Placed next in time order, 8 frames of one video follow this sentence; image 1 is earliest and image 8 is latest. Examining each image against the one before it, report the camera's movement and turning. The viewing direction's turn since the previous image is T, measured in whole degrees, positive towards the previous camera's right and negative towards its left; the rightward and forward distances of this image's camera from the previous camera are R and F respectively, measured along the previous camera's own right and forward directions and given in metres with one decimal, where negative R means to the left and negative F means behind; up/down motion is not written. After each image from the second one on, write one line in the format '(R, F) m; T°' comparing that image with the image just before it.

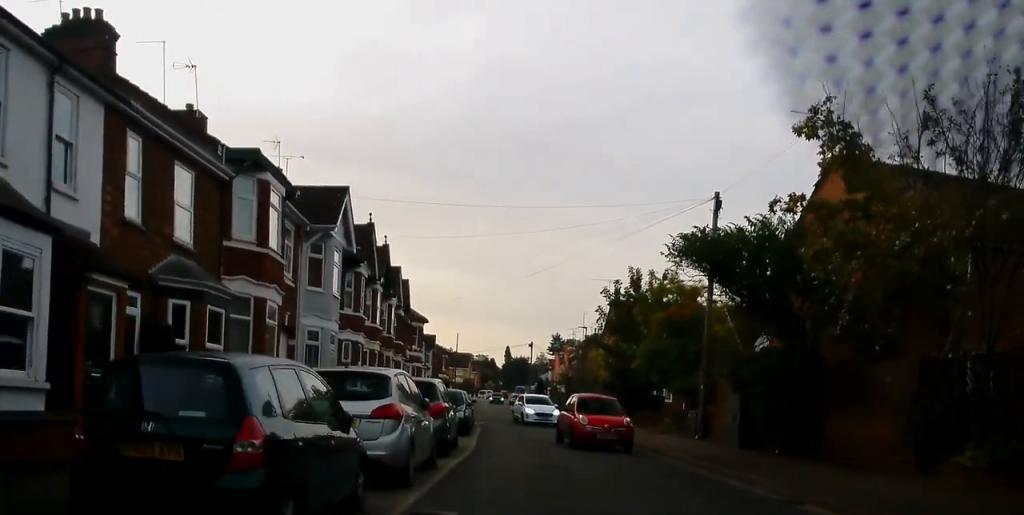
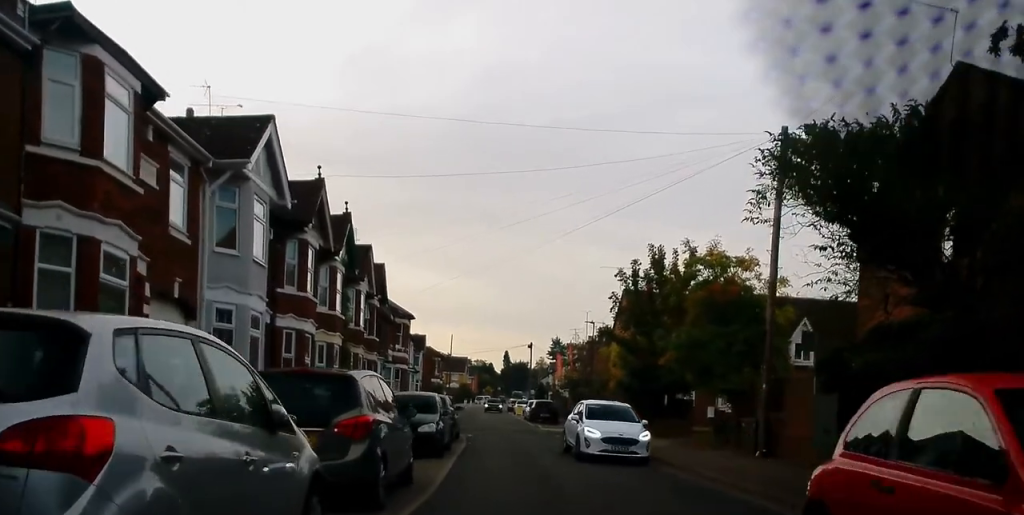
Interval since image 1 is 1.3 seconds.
(-0.2, +7.5) m; -3°
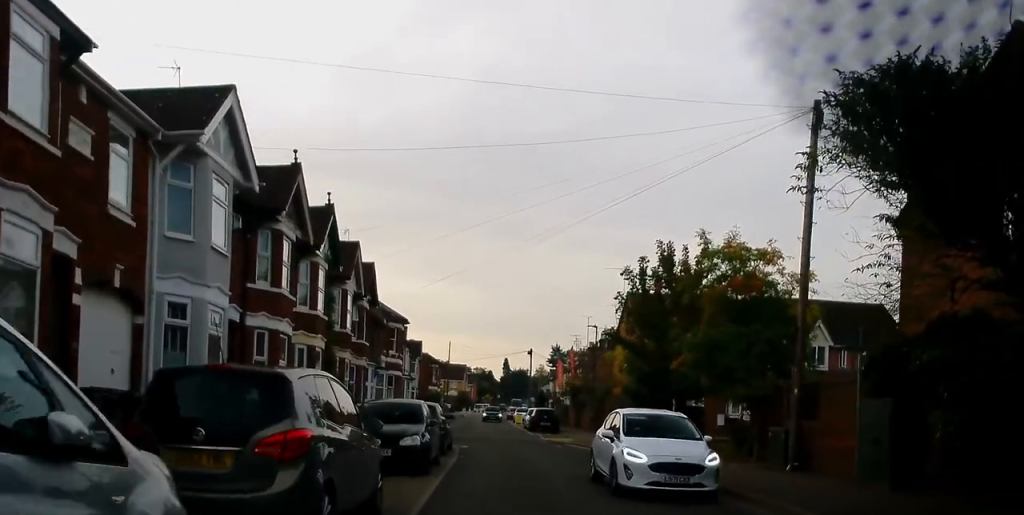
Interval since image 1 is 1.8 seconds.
(0.0, +2.4) m; 0°
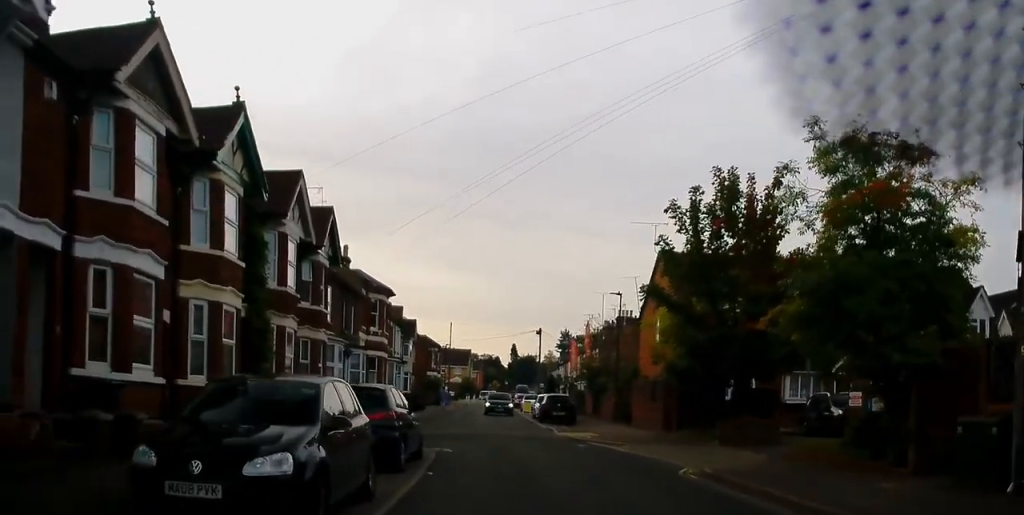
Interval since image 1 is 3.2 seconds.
(0.0, +8.1) m; 0°
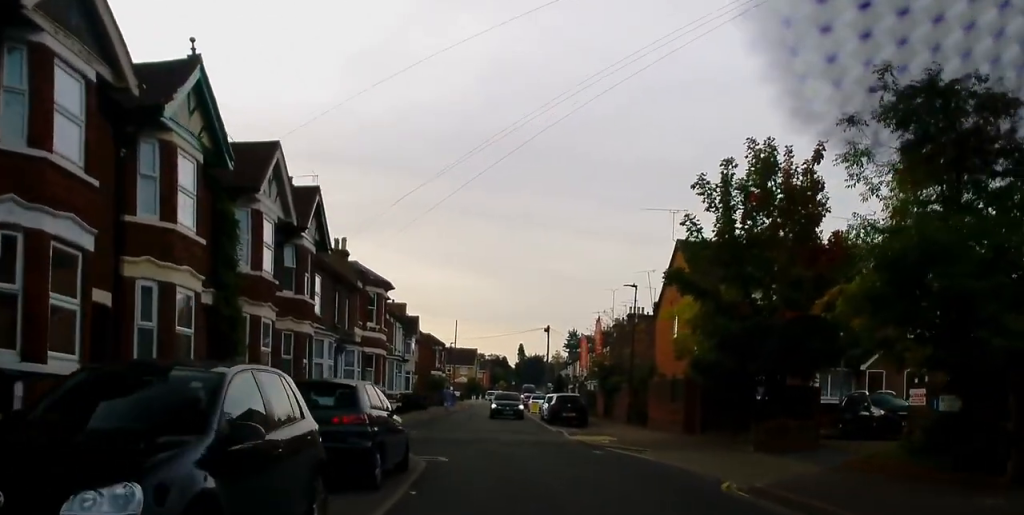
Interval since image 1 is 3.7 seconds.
(0.0, +2.7) m; -1°
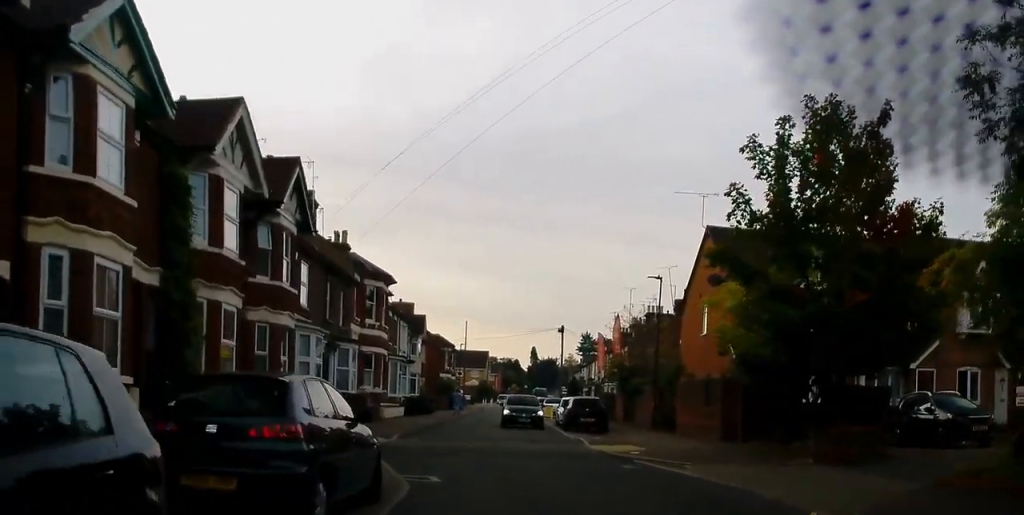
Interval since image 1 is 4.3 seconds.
(+0.1, +3.4) m; -2°
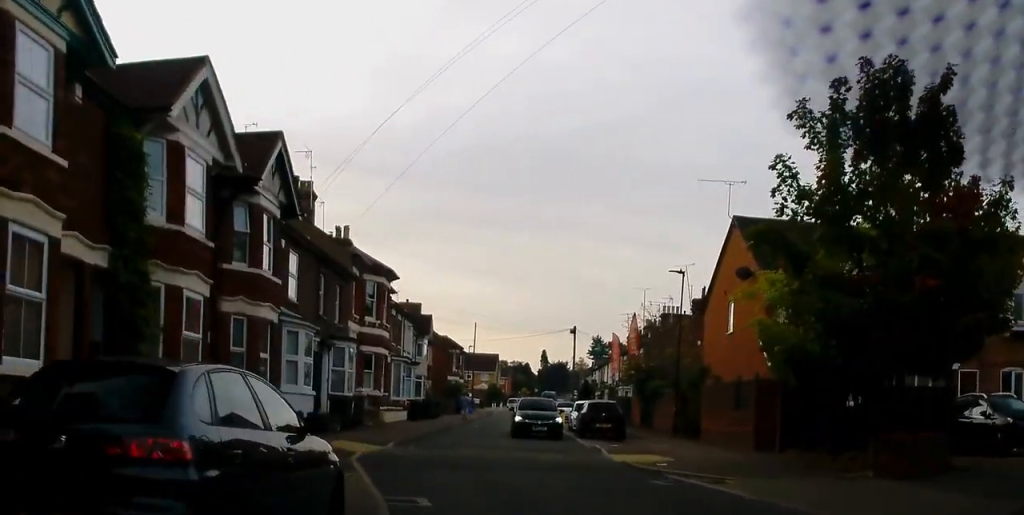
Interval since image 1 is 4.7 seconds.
(-0.1, +2.6) m; -1°
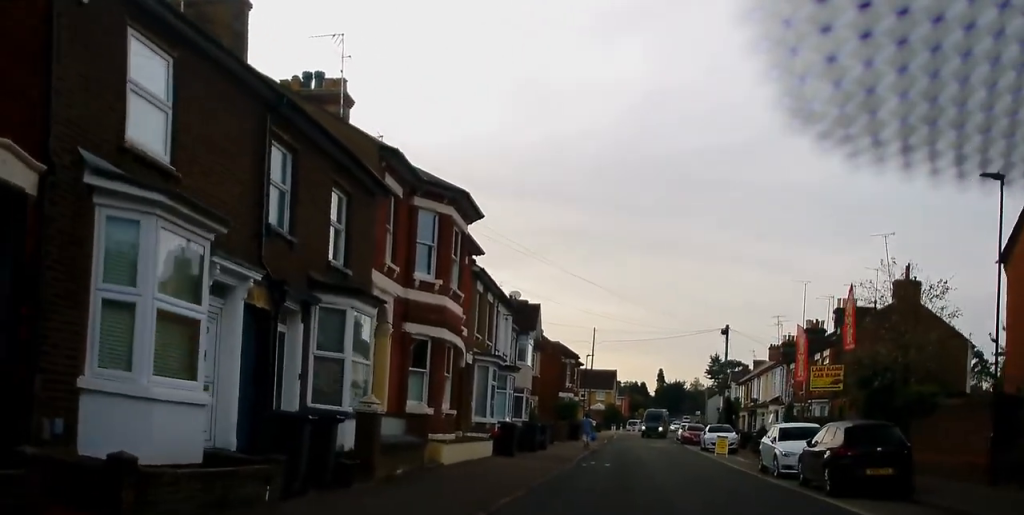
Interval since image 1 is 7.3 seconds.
(-1.0, +15.5) m; -4°
